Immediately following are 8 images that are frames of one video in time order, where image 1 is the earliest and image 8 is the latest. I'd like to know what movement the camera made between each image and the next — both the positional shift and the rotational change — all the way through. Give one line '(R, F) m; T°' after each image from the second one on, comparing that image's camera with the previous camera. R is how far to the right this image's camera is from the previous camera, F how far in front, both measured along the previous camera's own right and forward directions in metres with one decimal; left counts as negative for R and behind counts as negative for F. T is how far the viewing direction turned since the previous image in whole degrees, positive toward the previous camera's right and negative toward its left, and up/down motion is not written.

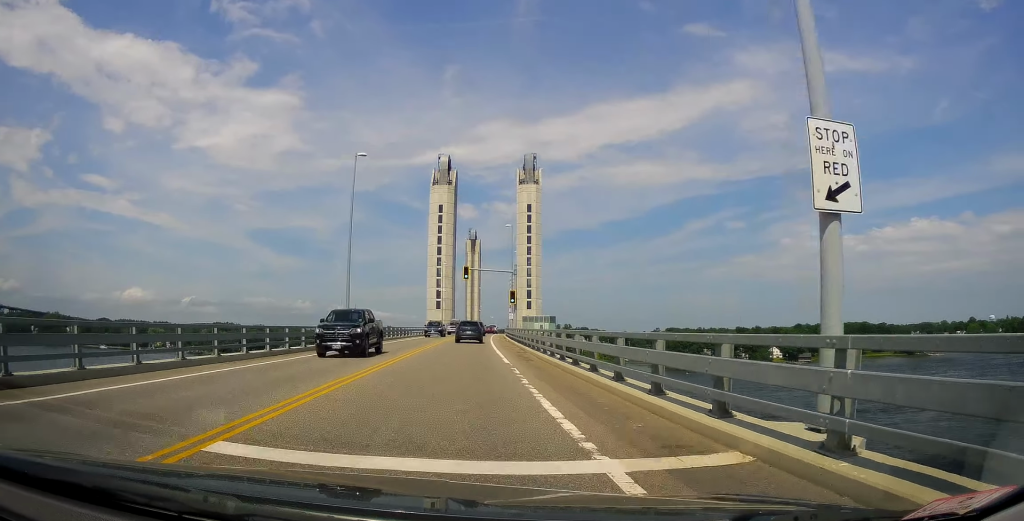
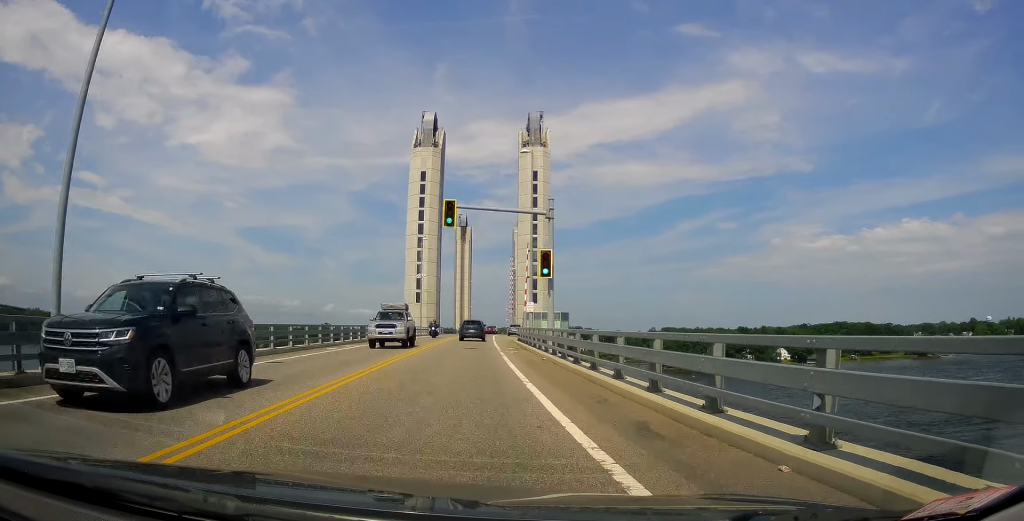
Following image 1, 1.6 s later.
(+0.2, +28.6) m; -1°
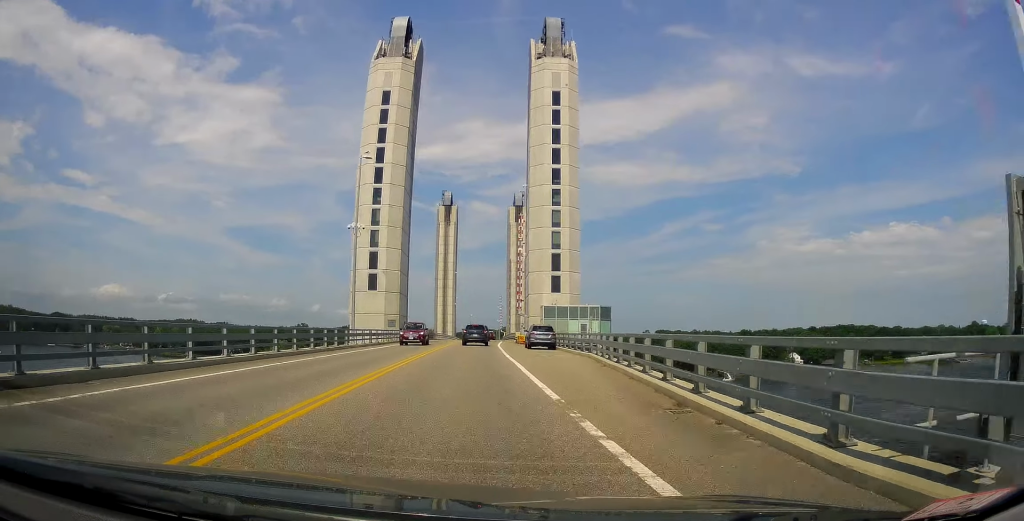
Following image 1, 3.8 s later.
(-0.2, +39.0) m; +1°
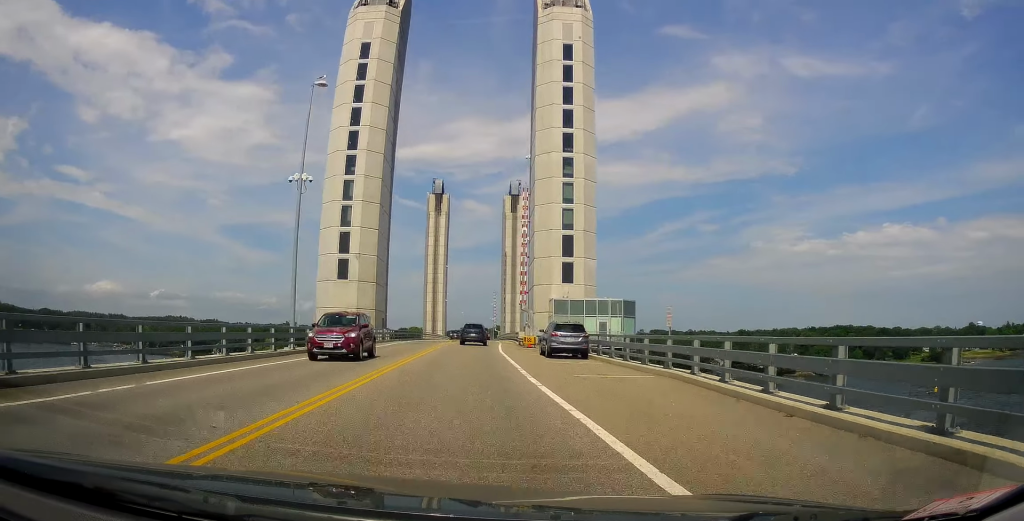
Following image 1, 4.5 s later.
(0.0, +12.6) m; 0°
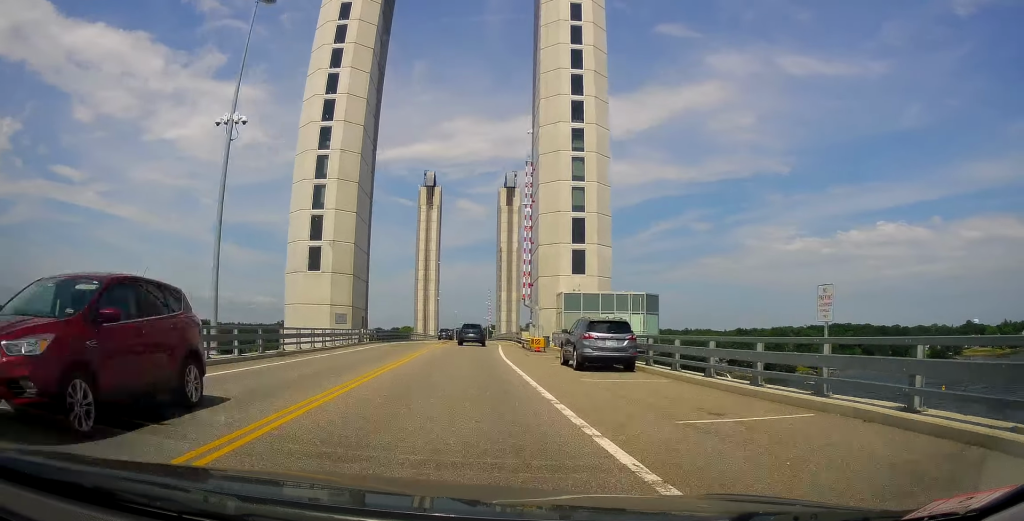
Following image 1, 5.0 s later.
(-0.1, +8.4) m; 0°
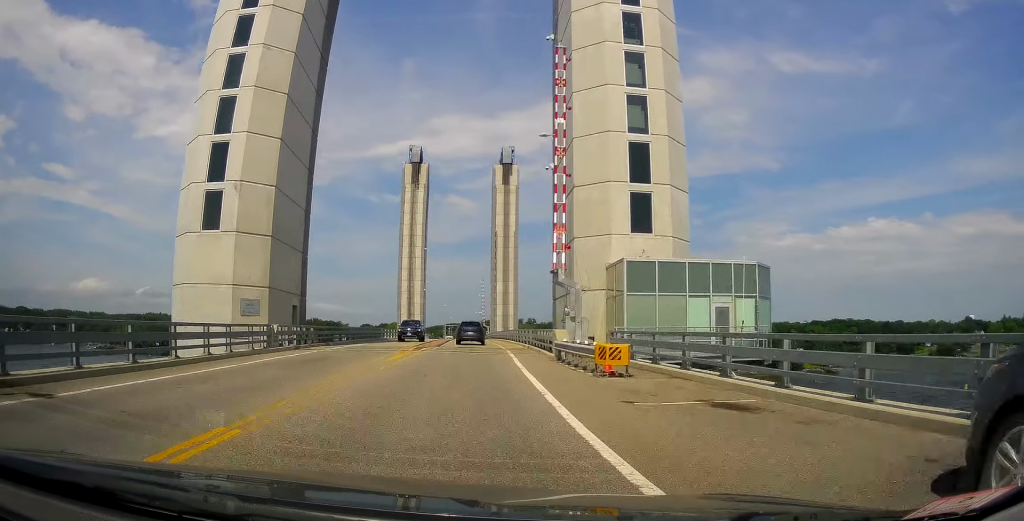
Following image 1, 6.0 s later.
(0.0, +18.6) m; +2°
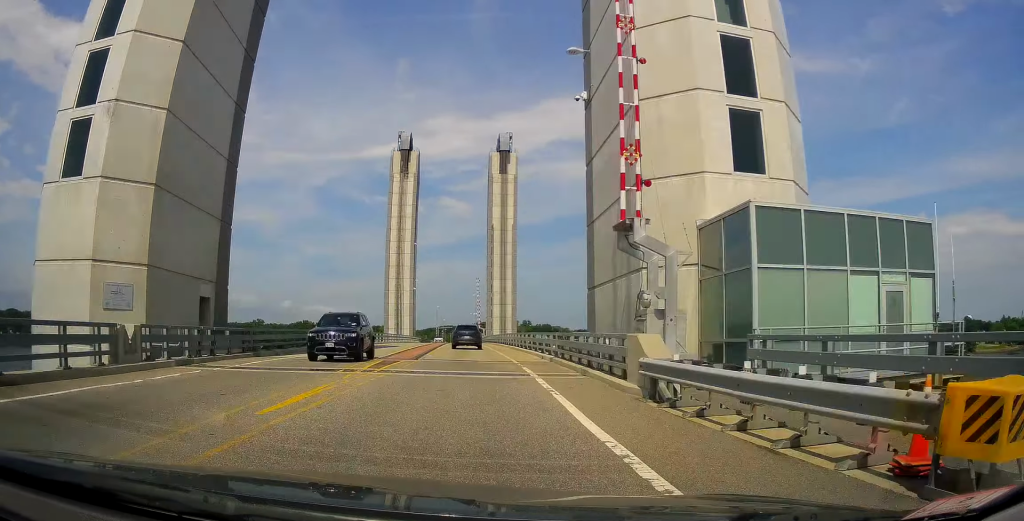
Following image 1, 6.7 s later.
(+0.3, +11.4) m; +1°
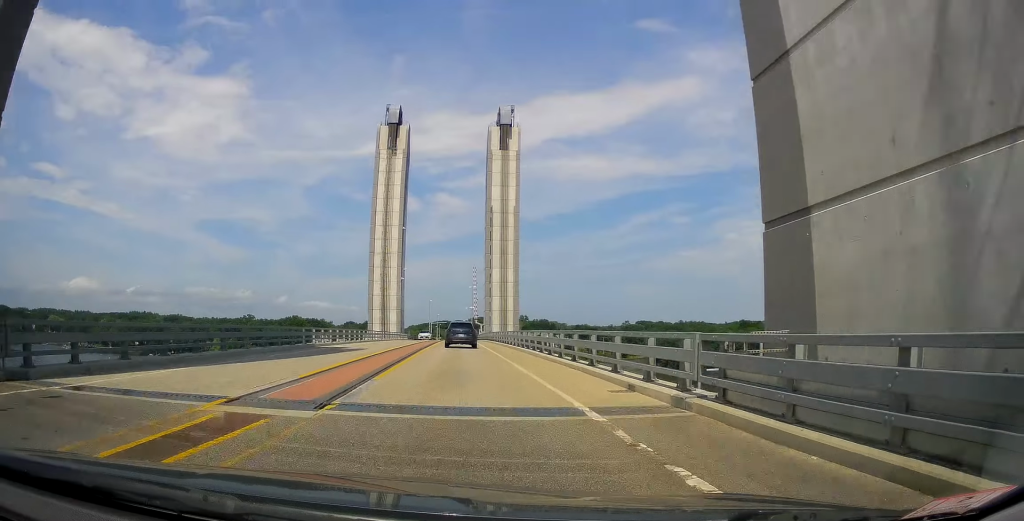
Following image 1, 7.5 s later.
(+0.2, +14.3) m; +1°
